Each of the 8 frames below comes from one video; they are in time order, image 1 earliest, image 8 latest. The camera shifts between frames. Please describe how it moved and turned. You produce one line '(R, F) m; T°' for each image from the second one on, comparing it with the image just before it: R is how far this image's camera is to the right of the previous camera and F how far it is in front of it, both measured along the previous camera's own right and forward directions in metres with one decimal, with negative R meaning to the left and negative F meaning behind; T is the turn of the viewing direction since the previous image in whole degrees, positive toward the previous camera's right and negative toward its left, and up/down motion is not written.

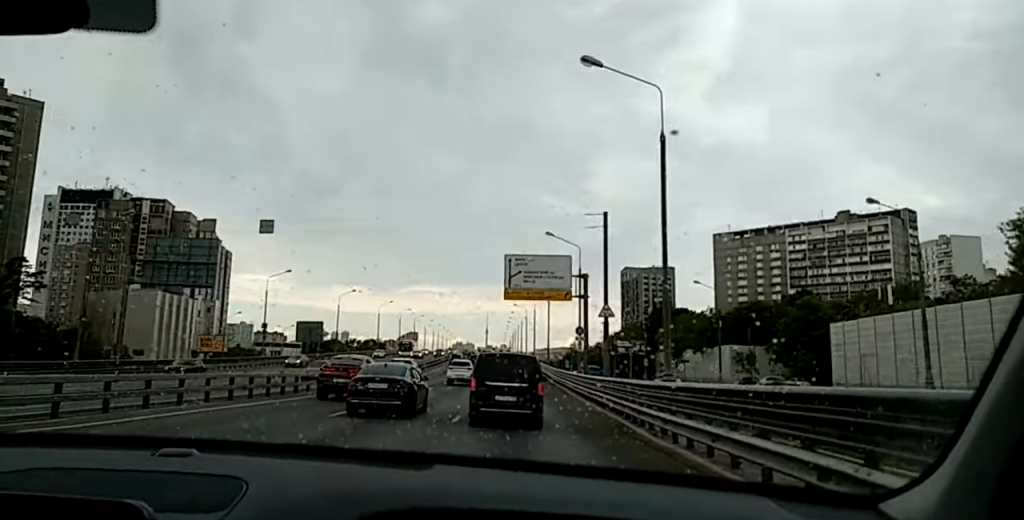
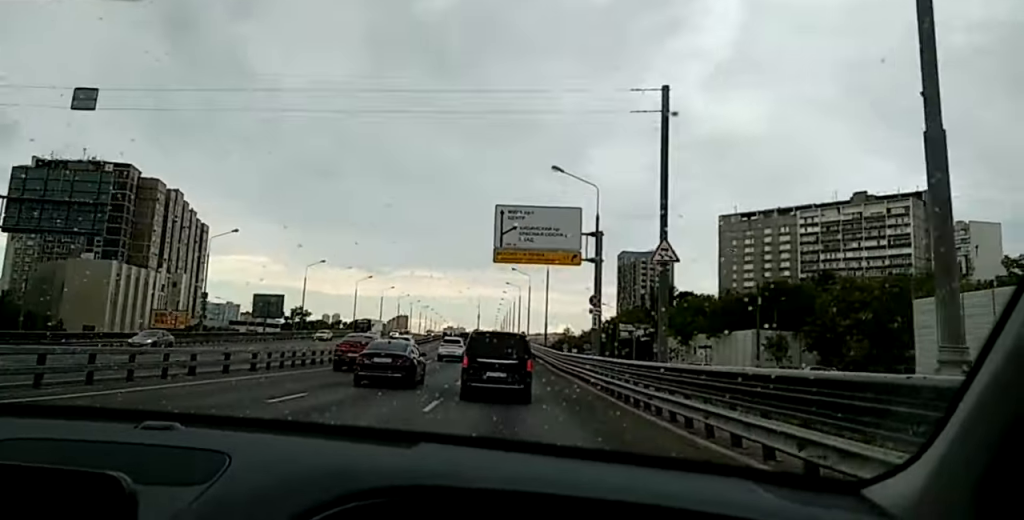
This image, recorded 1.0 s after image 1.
(-0.1, +15.7) m; 0°
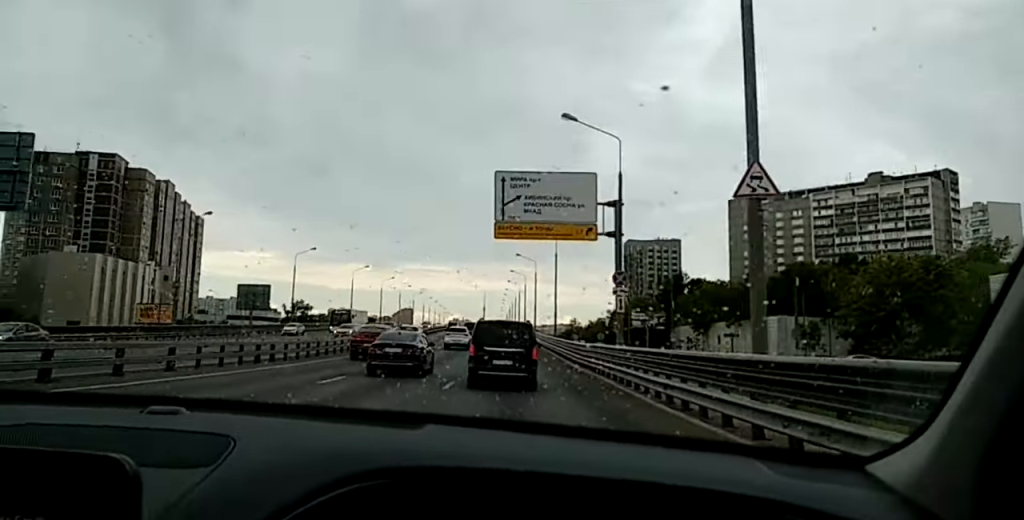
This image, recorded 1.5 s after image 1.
(0.0, +7.7) m; 0°
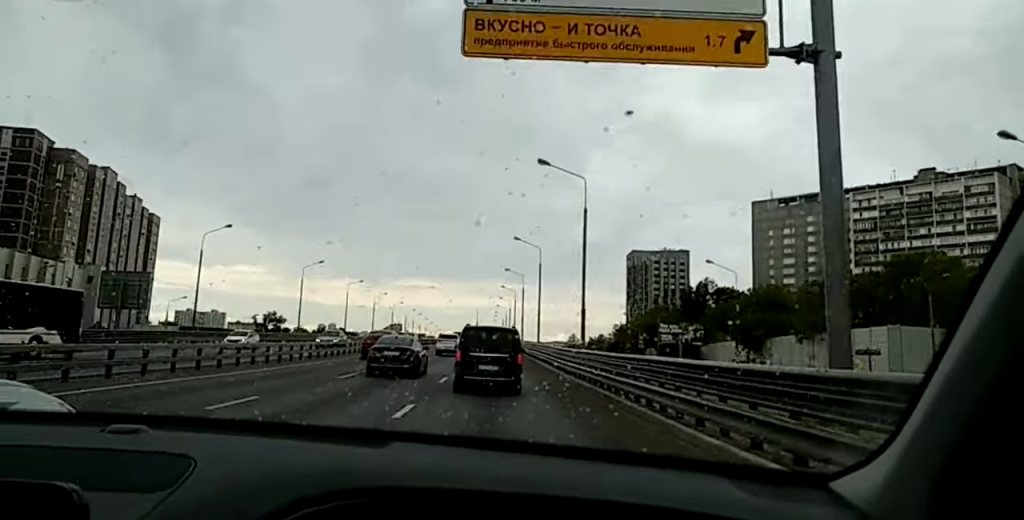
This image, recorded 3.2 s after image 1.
(-0.4, +30.2) m; -2°
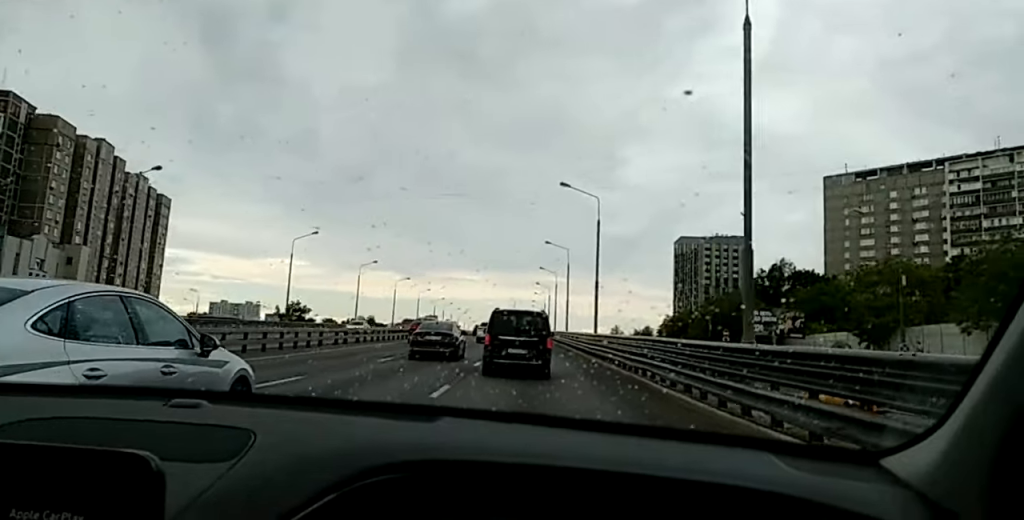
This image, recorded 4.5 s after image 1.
(-0.2, +24.7) m; 0°
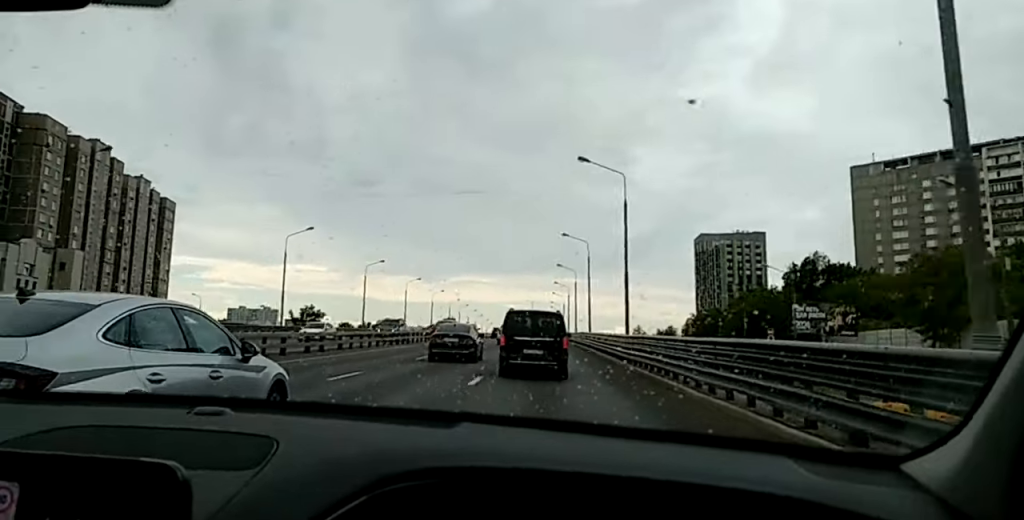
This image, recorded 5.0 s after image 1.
(0.0, +8.3) m; 0°
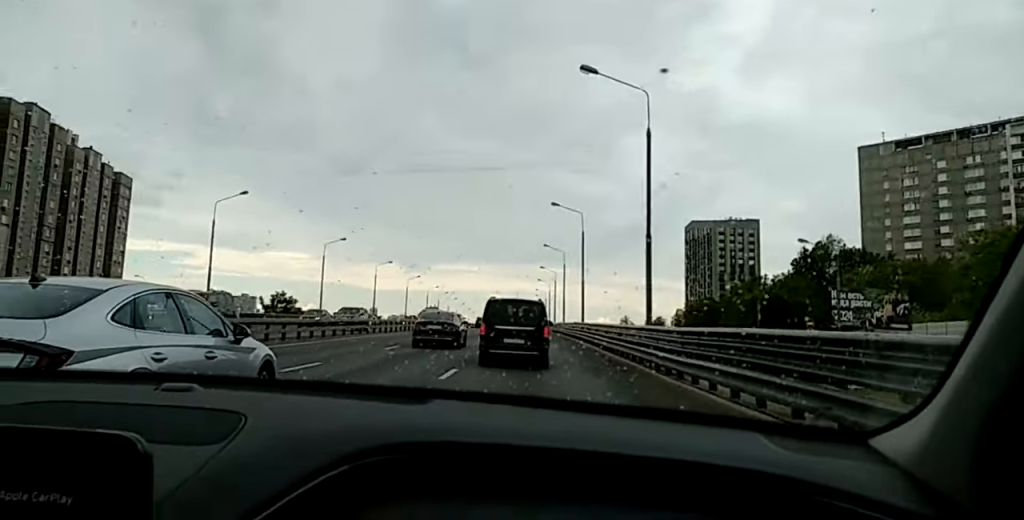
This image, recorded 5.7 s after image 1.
(0.0, +13.7) m; 0°
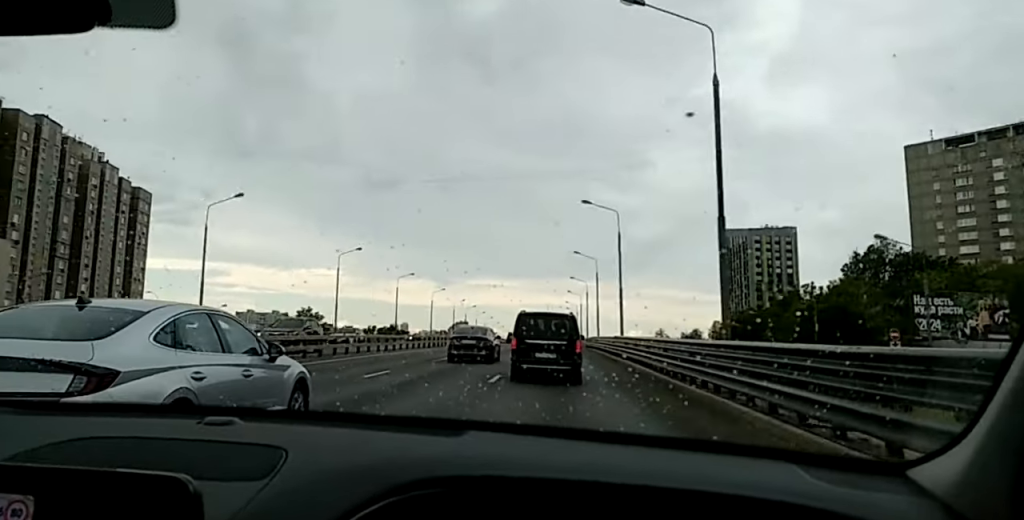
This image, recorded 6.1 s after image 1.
(0.0, +8.3) m; 0°
